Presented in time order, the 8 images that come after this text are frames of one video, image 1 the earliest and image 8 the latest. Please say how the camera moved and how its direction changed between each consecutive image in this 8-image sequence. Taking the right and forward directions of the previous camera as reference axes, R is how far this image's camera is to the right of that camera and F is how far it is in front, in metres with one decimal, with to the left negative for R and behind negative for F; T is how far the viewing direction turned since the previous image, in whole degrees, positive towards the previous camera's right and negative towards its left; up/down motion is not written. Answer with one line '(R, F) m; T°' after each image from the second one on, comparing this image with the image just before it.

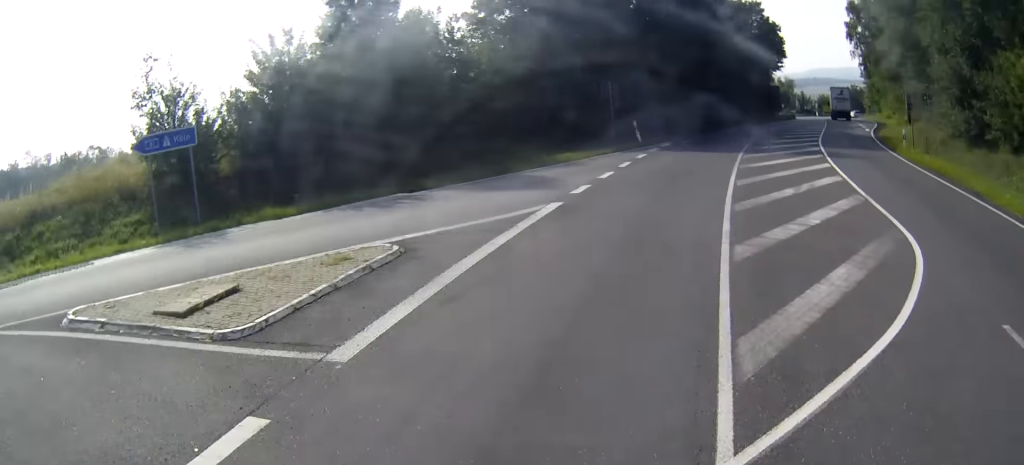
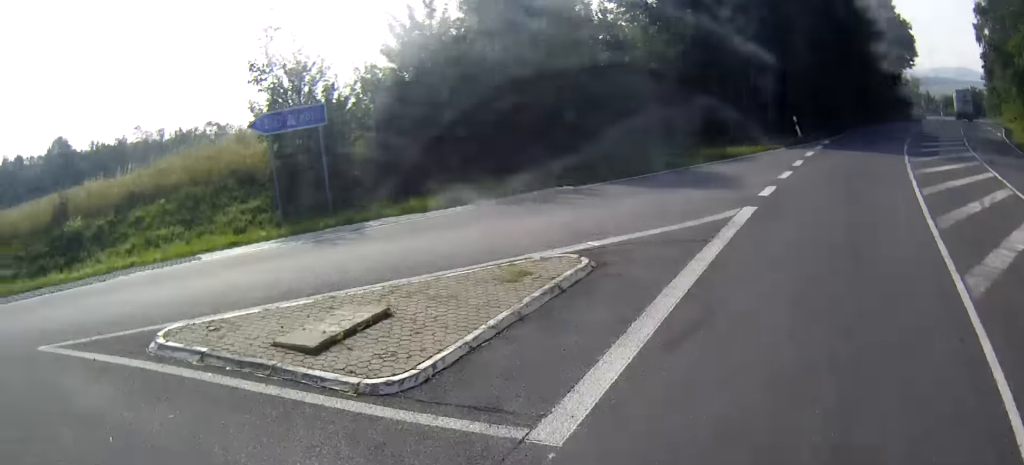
(-0.1, +1.6) m; -11°
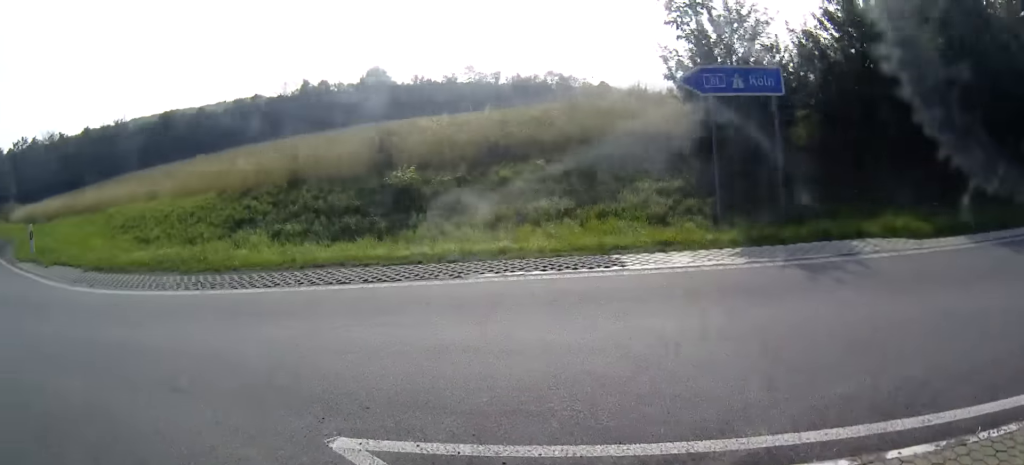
(-0.9, +4.0) m; -27°
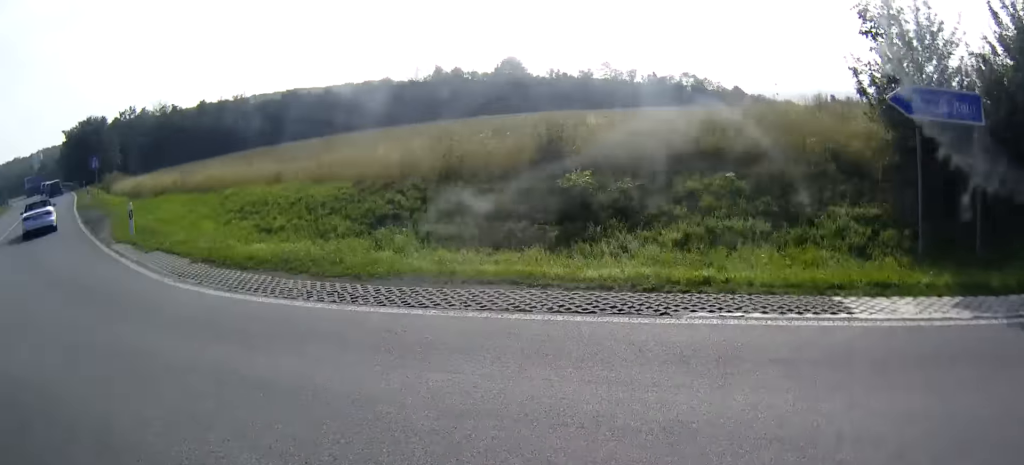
(-0.1, +1.9) m; -12°
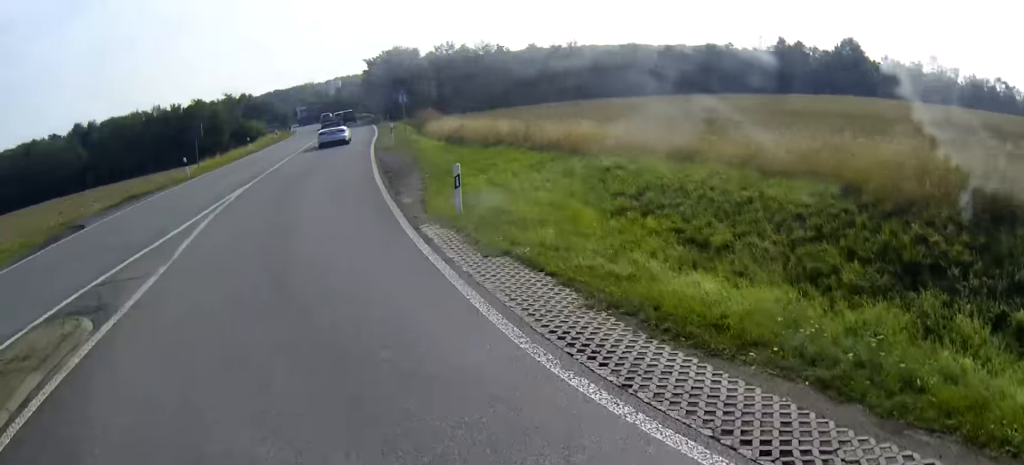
(-2.0, +7.1) m; -19°
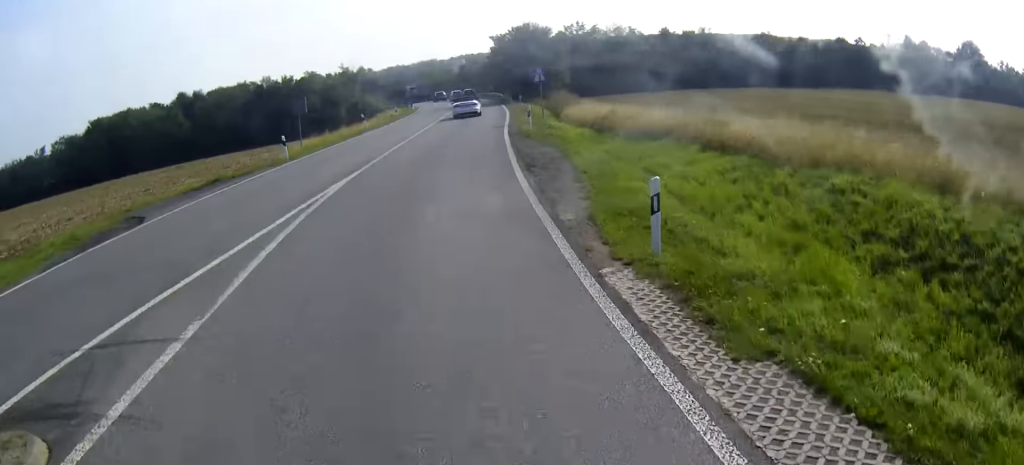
(0.0, +4.6) m; -2°
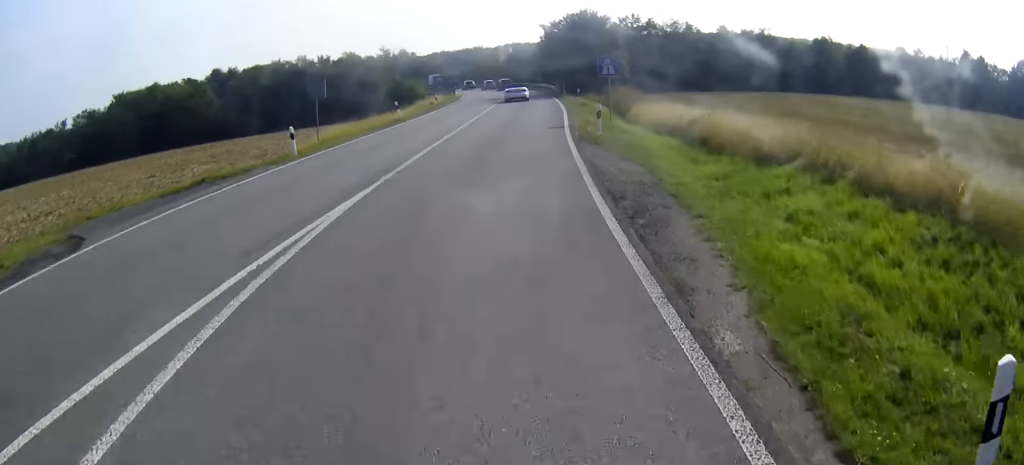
(-0.2, +5.8) m; -4°
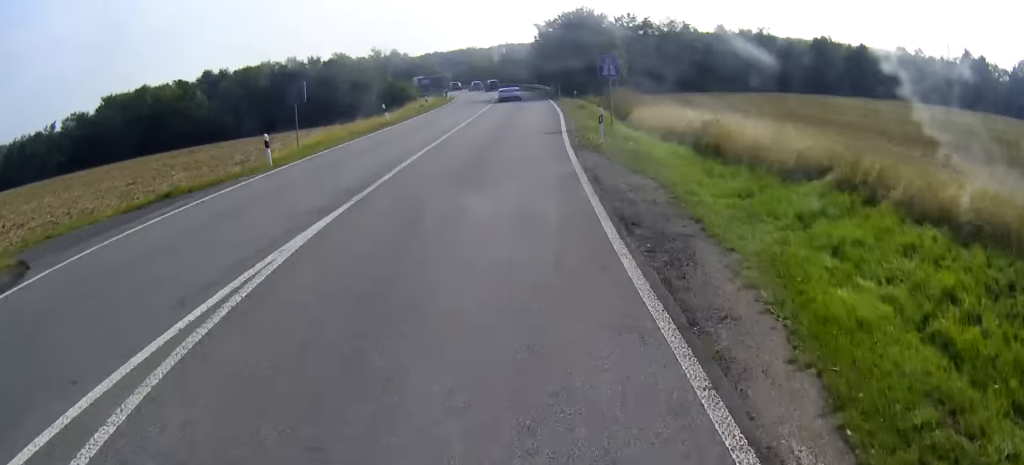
(-0.1, +2.2) m; -1°
